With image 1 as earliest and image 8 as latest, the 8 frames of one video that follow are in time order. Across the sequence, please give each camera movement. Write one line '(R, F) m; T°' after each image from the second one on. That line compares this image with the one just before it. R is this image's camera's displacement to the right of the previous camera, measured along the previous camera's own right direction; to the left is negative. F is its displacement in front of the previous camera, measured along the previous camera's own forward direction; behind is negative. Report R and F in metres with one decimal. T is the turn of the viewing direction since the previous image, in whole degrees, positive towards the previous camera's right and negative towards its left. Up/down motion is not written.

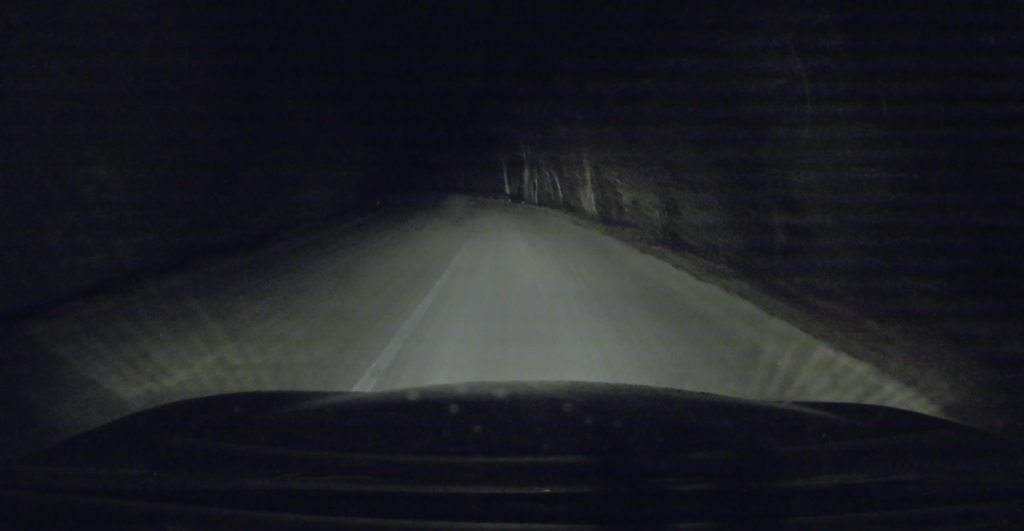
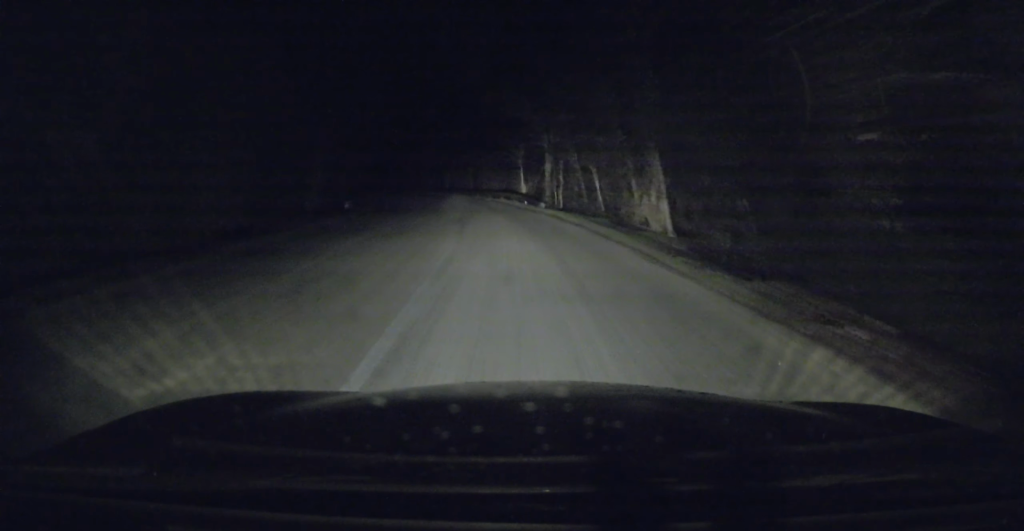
(-0.1, +10.8) m; -1°
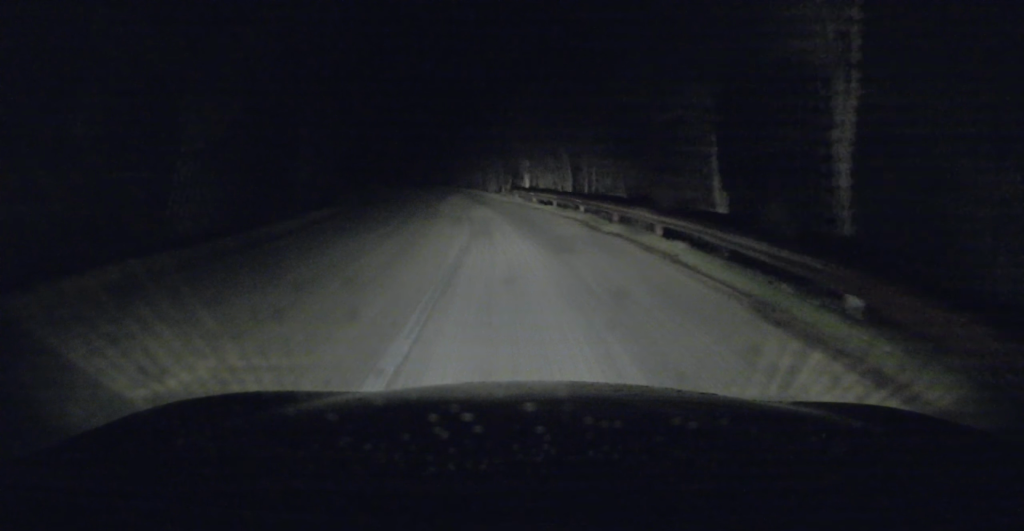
(-2.4, +28.3) m; -11°
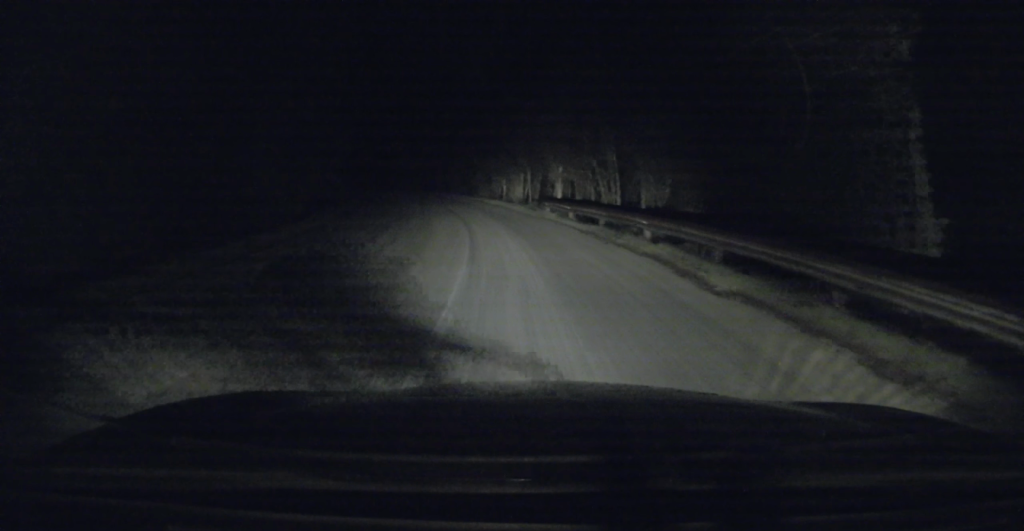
(-0.1, +7.0) m; -2°
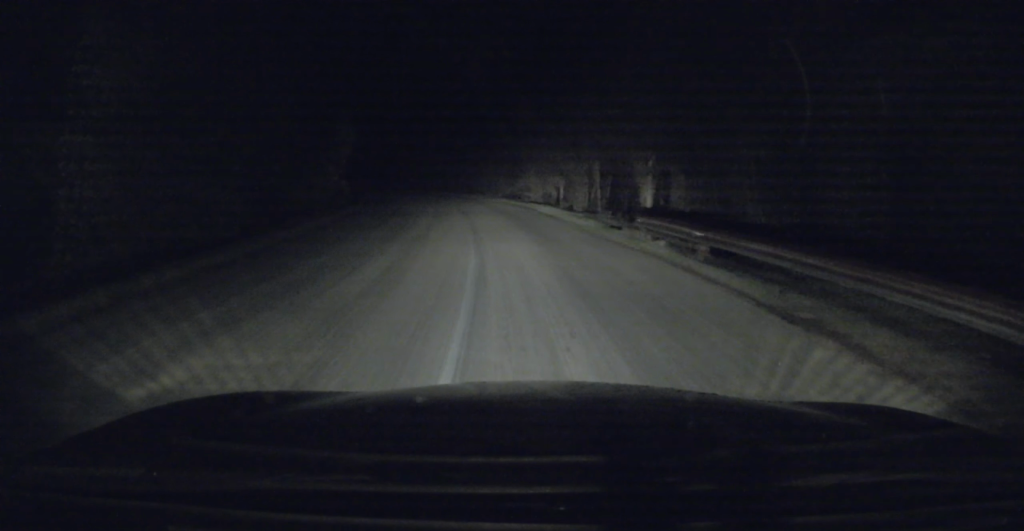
(-0.3, +10.7) m; -3°
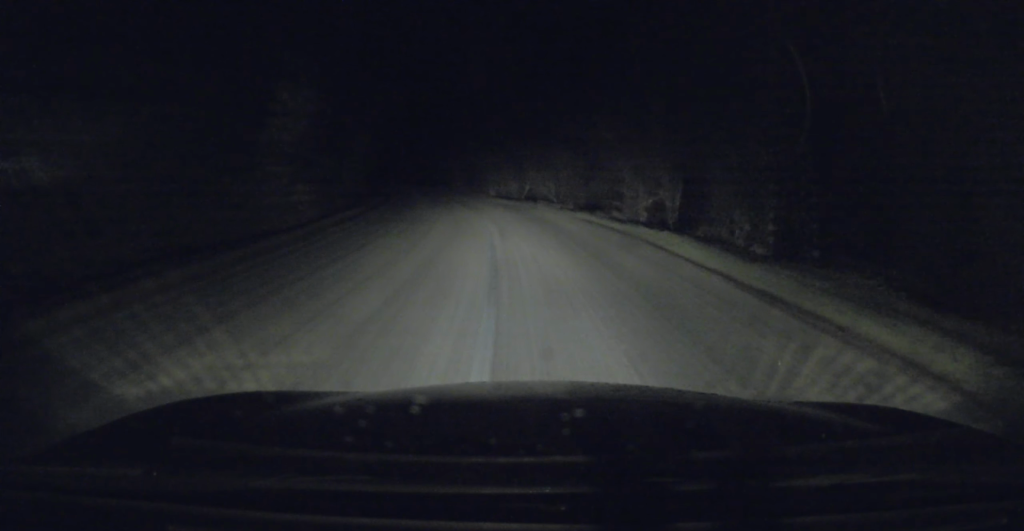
(-0.8, +15.1) m; -6°
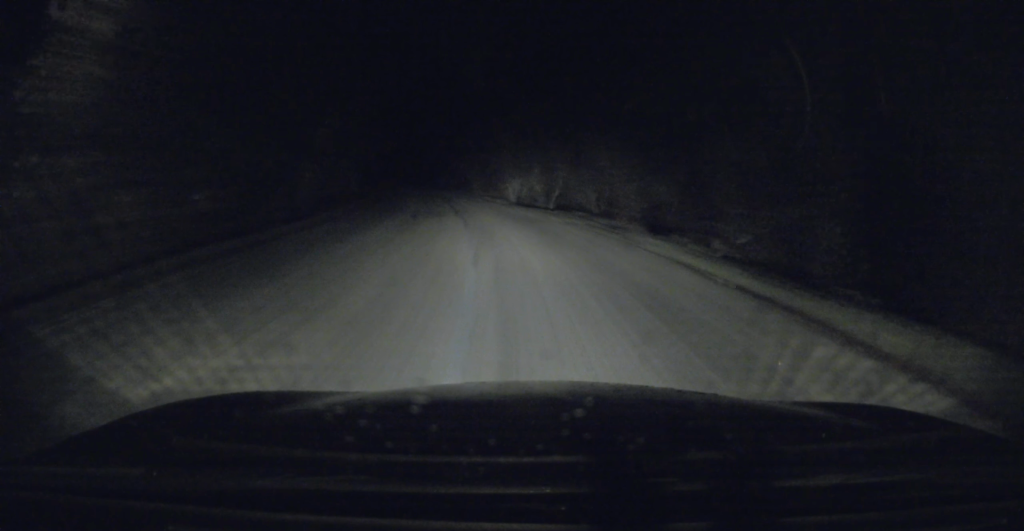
(-0.4, +10.0) m; -3°
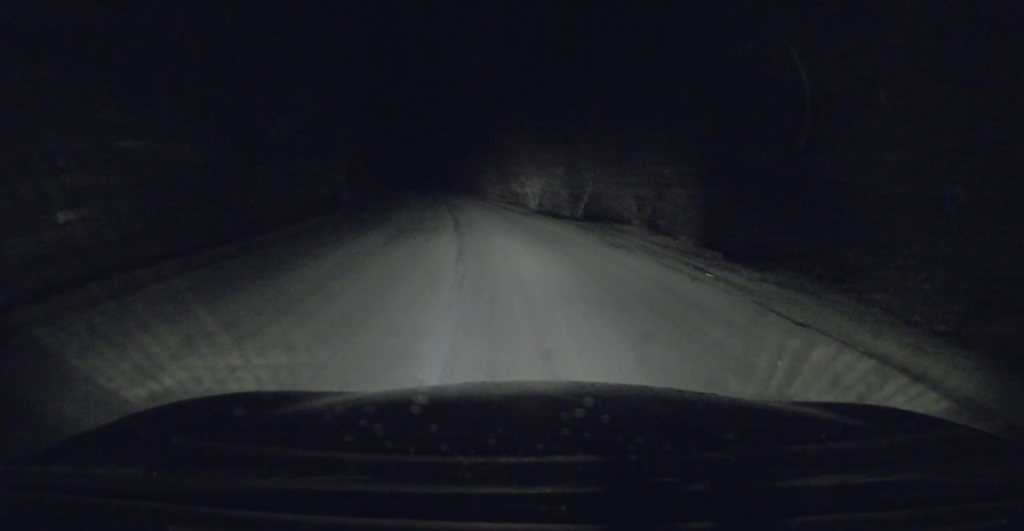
(+0.1, +5.9) m; -1°
